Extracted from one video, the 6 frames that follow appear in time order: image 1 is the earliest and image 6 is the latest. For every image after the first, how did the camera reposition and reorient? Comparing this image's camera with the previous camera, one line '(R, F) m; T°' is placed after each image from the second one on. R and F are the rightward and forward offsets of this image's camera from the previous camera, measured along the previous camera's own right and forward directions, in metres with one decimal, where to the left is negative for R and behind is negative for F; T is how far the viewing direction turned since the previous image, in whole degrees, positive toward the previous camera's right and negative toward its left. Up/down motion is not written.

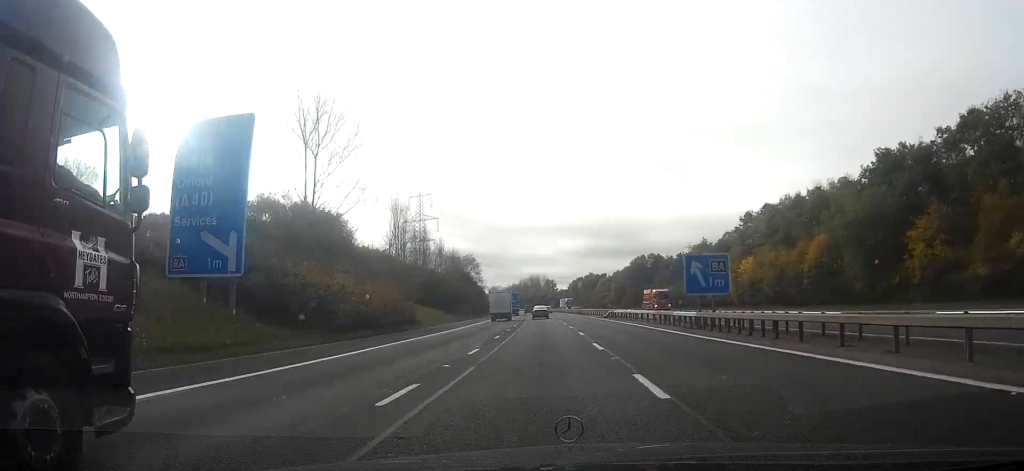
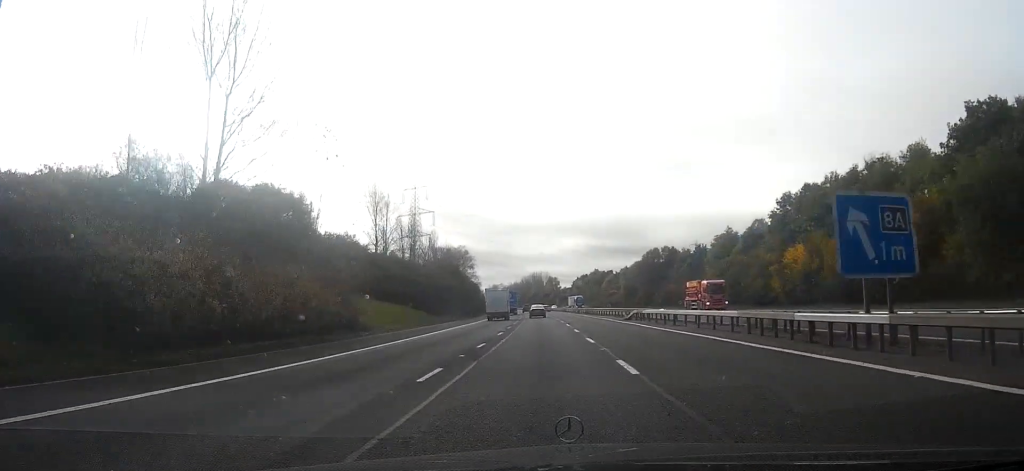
(0.0, +15.2) m; 0°
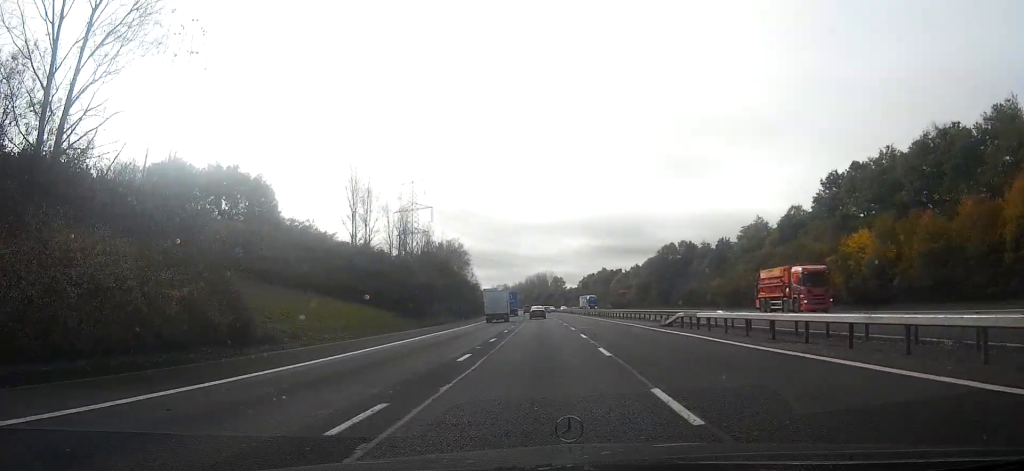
(0.0, +13.7) m; 0°
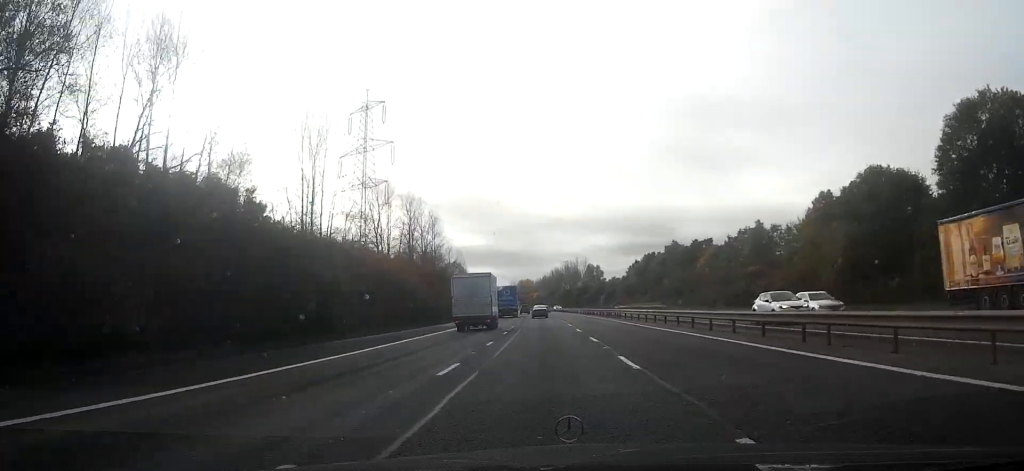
(-2.0, +93.2) m; -2°
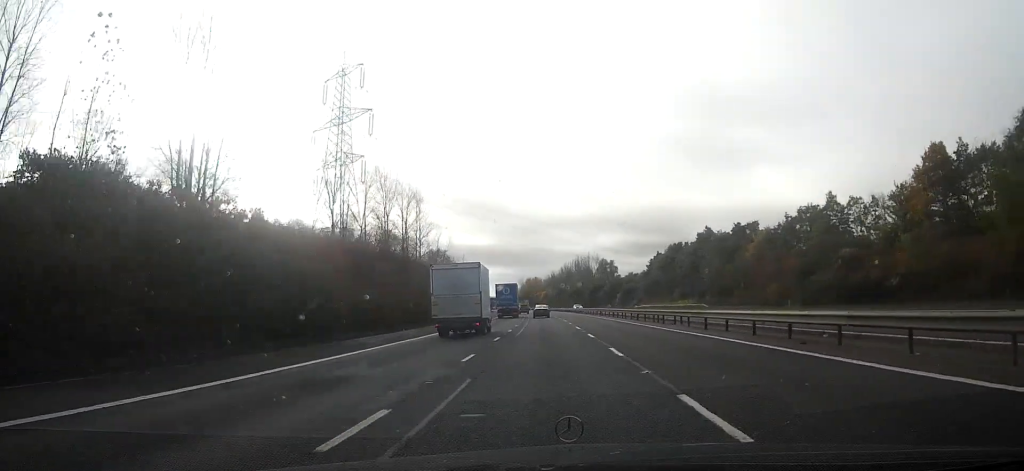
(-0.1, +24.2) m; -1°
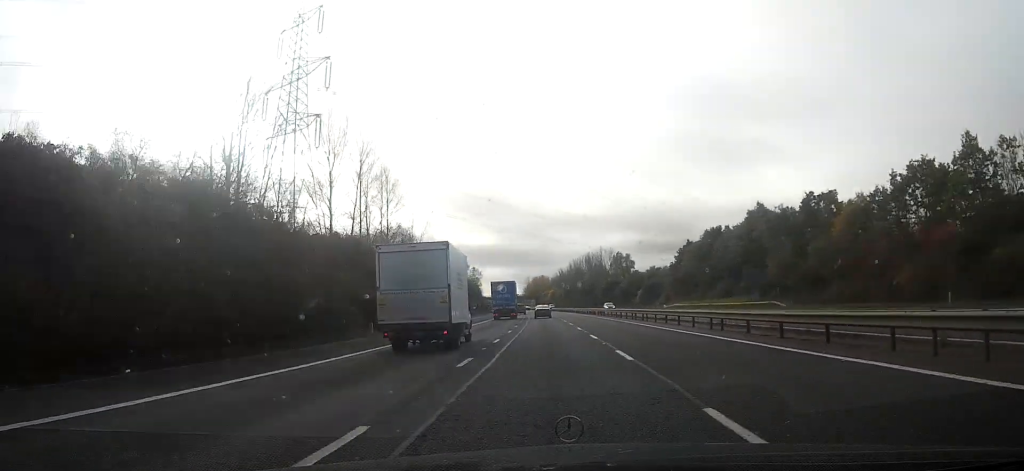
(-0.2, +27.9) m; -1°
